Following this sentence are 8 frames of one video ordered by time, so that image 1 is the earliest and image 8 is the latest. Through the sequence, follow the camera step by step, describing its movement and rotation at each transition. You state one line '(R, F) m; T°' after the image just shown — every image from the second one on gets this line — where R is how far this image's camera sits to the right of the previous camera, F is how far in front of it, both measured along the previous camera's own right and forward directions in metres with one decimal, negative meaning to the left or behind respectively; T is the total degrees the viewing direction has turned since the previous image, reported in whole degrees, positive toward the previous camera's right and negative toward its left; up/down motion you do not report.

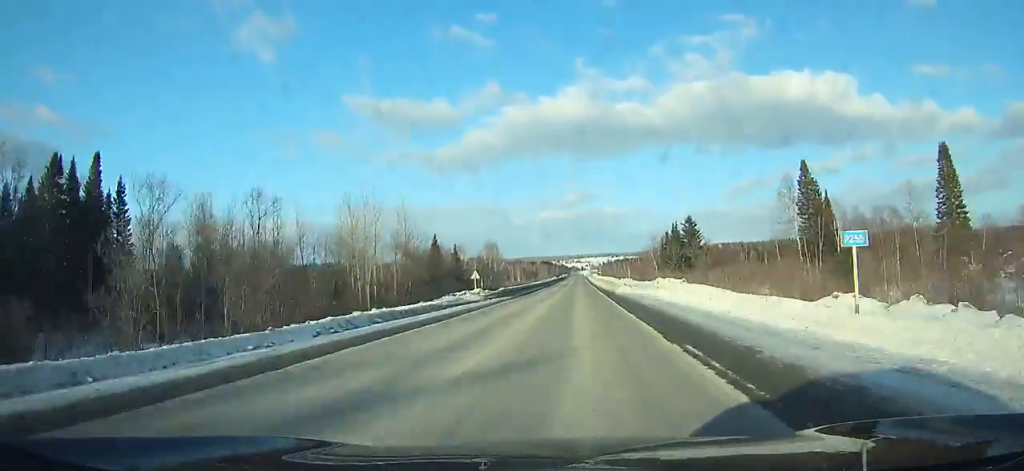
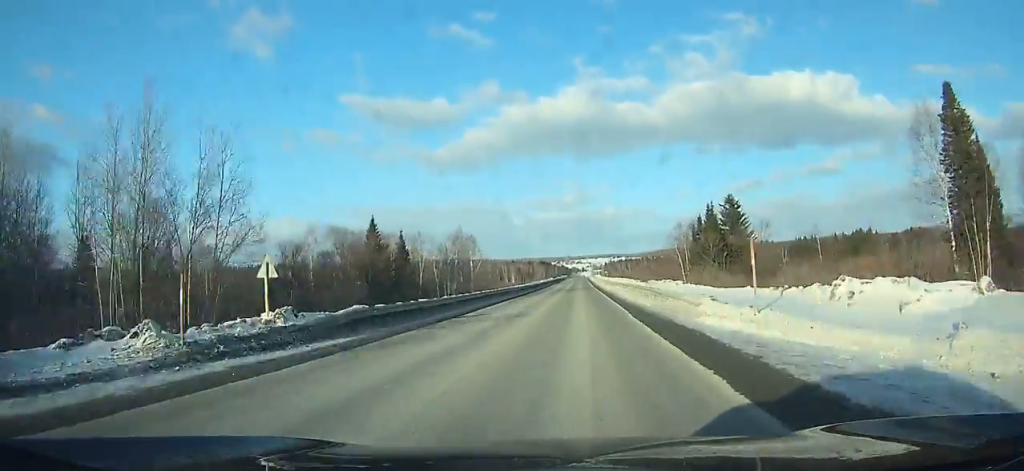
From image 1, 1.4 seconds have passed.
(-0.1, +35.7) m; 0°
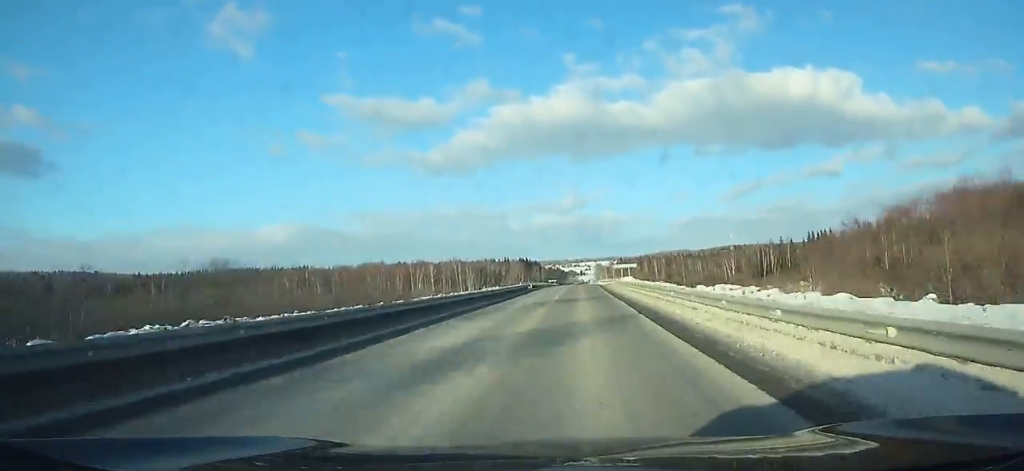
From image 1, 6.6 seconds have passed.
(-0.1, +131.0) m; 0°
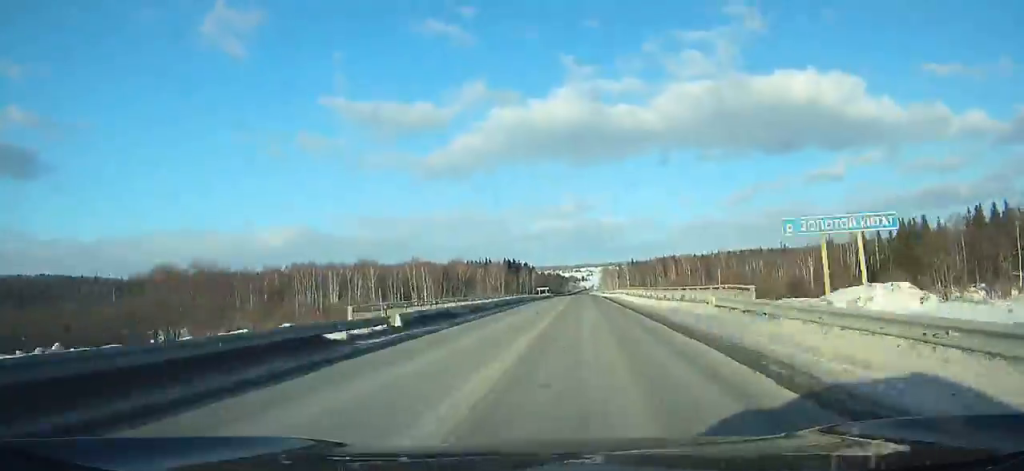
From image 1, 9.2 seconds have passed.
(0.0, +64.3) m; 0°
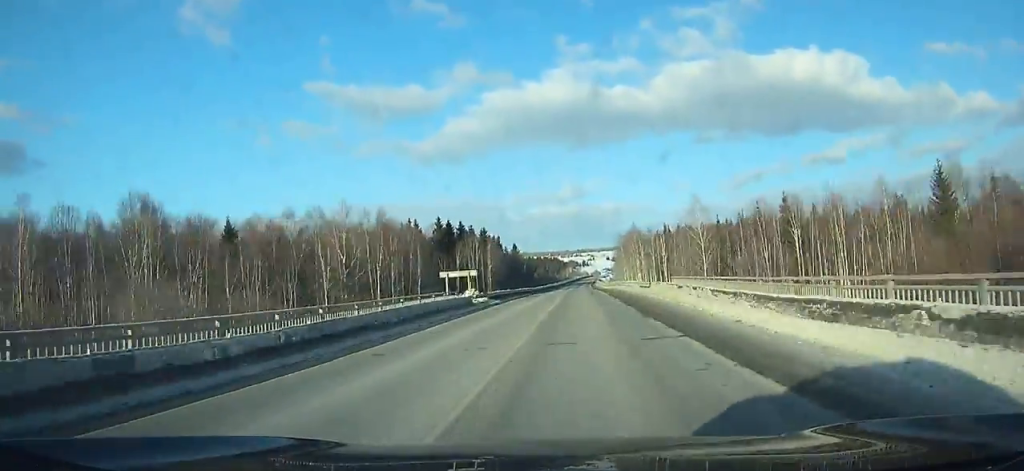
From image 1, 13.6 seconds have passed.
(+0.1, +107.4) m; 0°
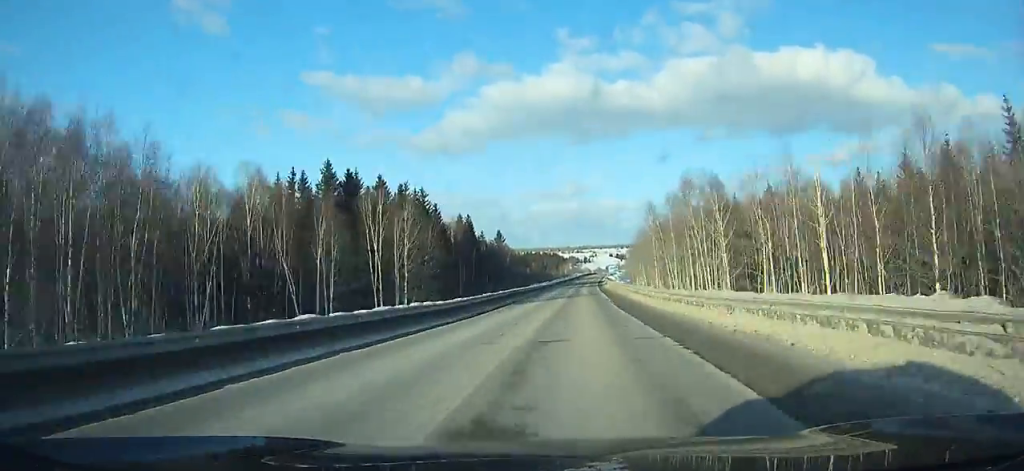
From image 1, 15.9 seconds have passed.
(+0.1, +55.6) m; 0°
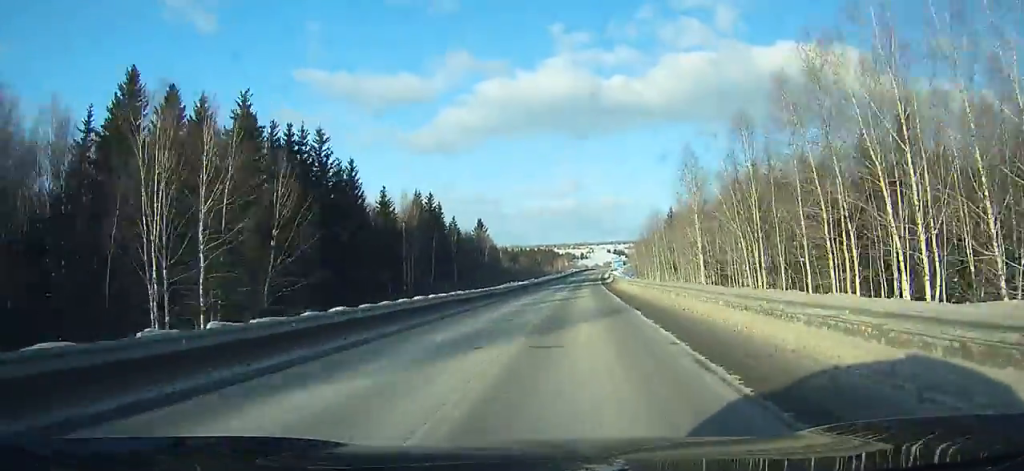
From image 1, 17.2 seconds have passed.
(0.0, +31.4) m; 0°
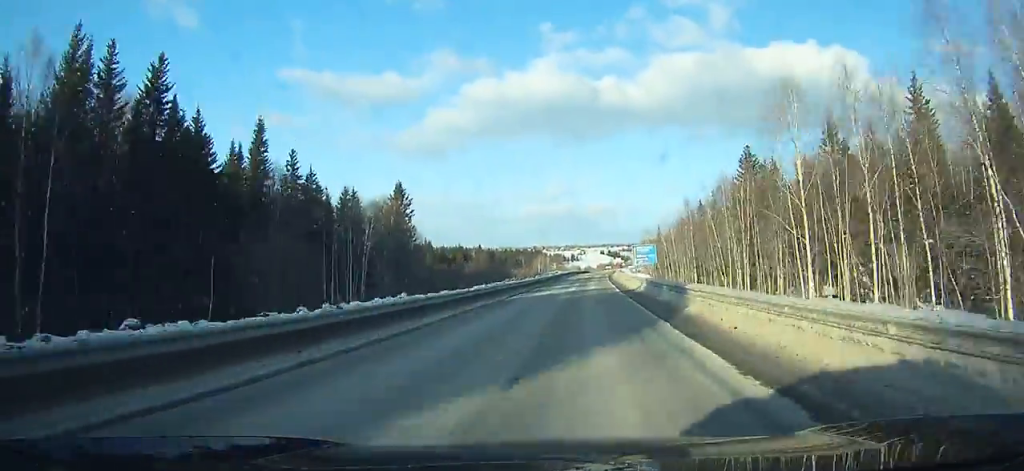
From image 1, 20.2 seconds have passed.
(+0.5, +71.5) m; -1°
